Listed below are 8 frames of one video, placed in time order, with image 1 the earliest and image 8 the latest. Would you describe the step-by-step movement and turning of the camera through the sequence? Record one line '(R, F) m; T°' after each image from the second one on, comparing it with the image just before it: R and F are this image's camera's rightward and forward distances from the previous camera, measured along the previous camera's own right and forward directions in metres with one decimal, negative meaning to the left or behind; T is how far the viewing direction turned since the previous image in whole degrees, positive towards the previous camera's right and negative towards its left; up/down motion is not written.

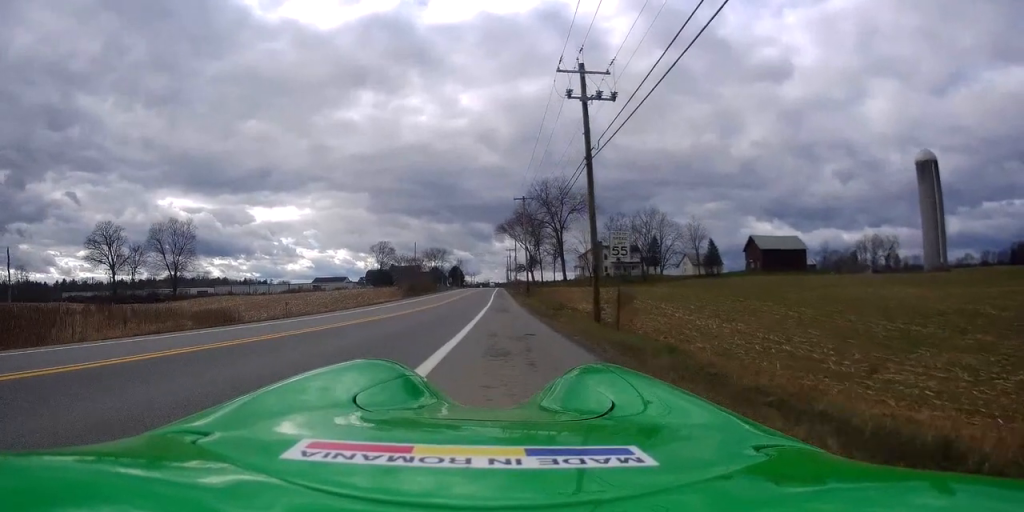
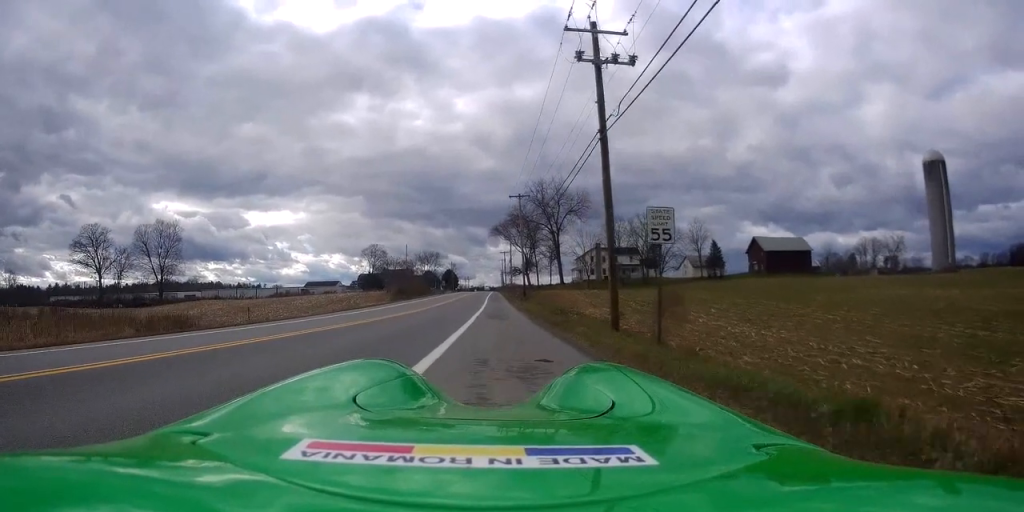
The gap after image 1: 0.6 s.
(-0.1, +5.0) m; 0°
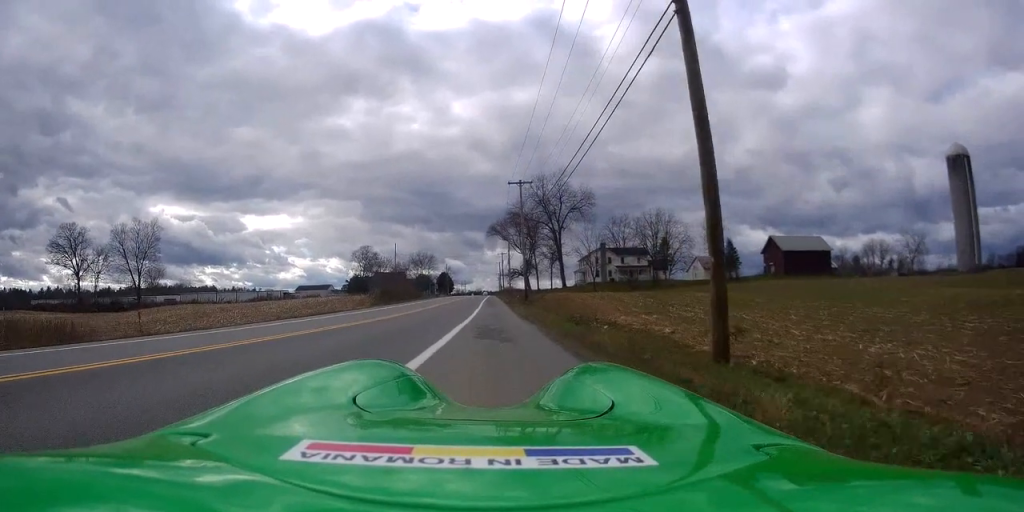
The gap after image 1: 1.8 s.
(-0.1, +9.7) m; -1°
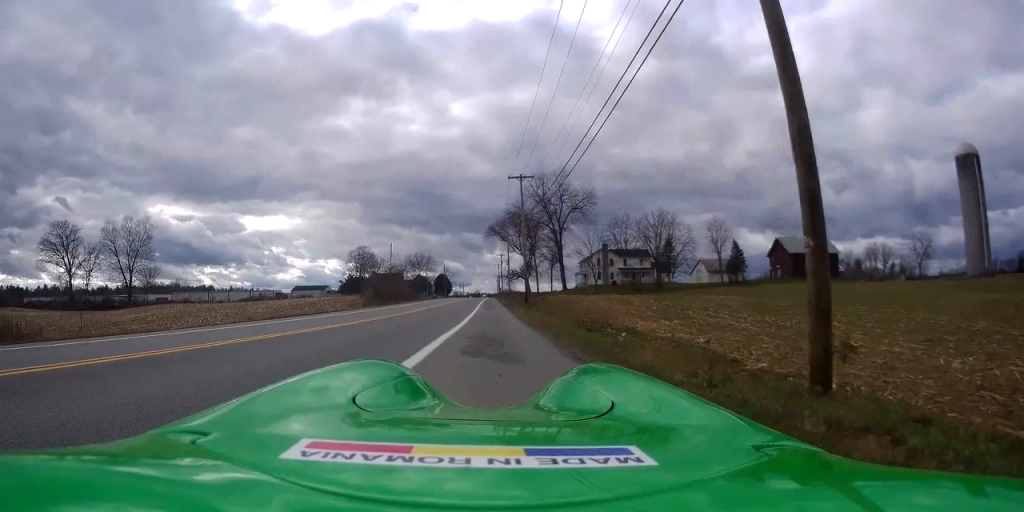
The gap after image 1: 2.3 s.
(0.0, +3.7) m; 0°
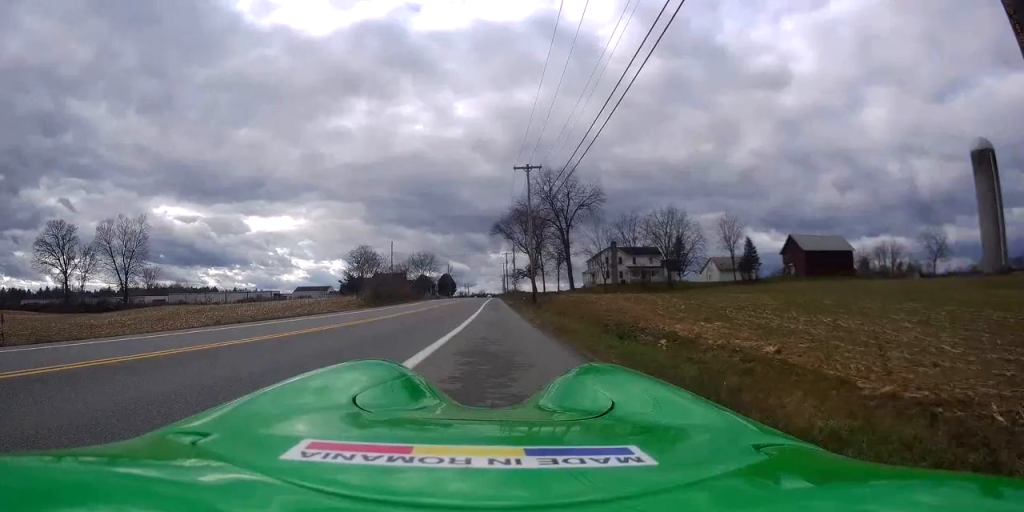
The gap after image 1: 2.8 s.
(-0.1, +4.1) m; -1°
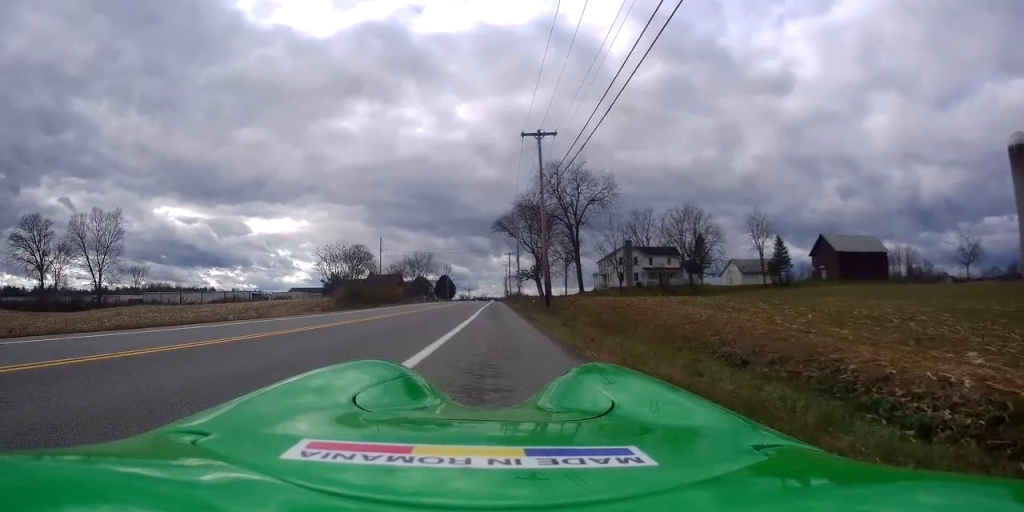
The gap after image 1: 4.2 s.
(-0.2, +11.7) m; +3°
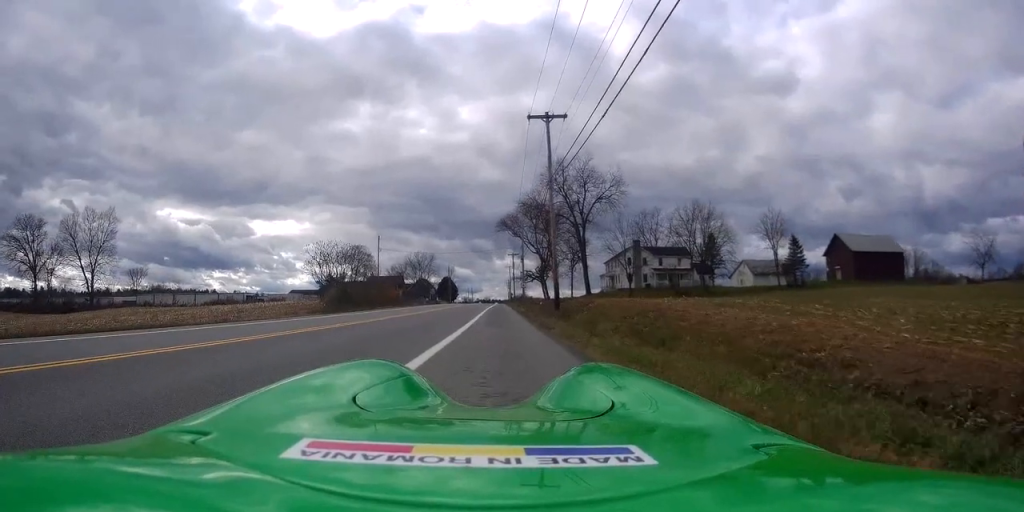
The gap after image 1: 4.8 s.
(+0.3, +4.3) m; +2°
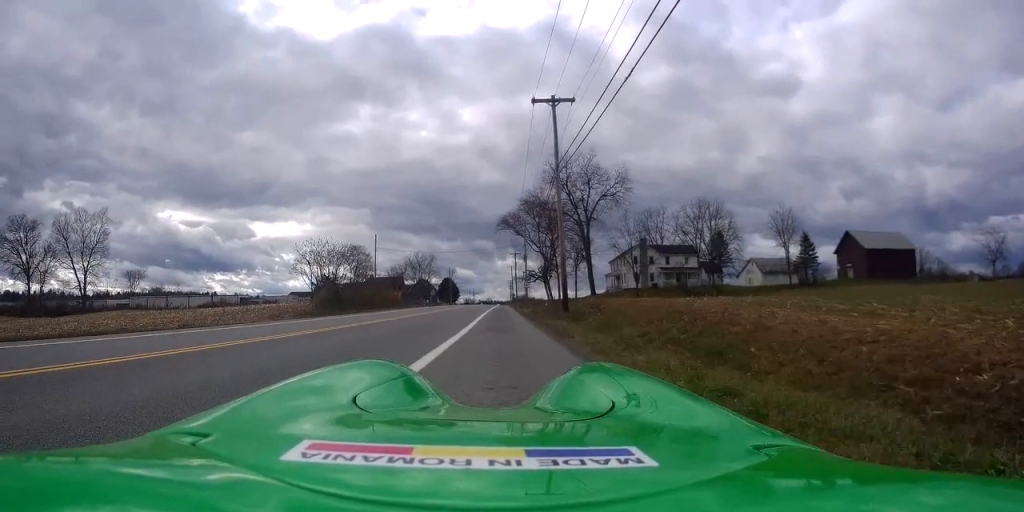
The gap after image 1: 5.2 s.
(+0.1, +3.3) m; +1°
